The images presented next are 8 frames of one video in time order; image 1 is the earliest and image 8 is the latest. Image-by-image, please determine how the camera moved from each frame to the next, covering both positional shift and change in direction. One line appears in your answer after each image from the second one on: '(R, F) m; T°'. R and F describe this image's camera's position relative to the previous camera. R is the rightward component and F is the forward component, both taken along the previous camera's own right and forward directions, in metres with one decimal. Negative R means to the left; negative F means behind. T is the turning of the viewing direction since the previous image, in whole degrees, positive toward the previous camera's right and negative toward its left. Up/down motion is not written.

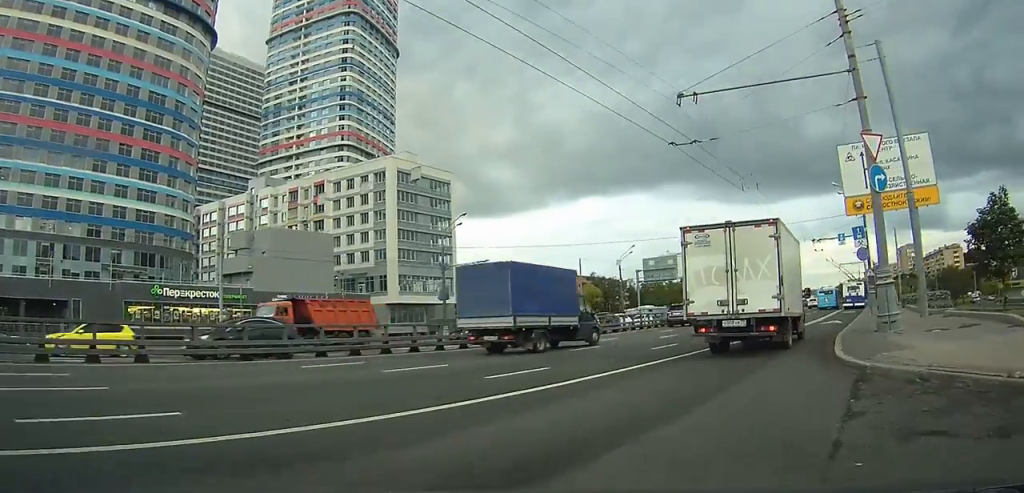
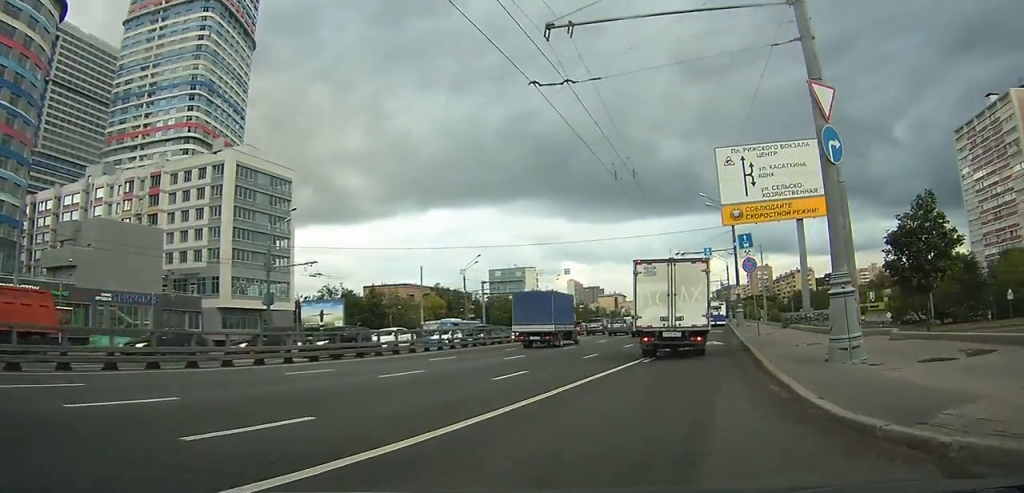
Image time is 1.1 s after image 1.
(+0.7, +5.3) m; +15°
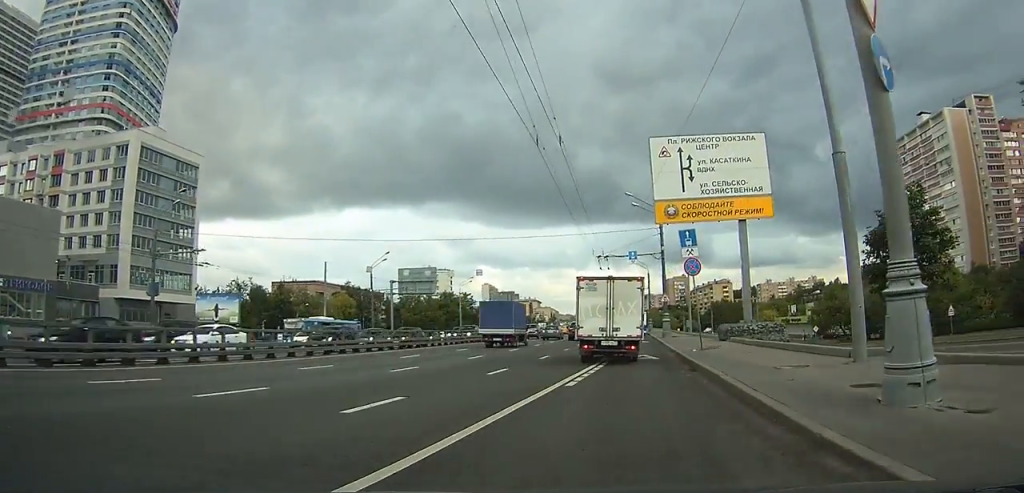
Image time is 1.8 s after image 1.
(+0.3, +3.7) m; +8°
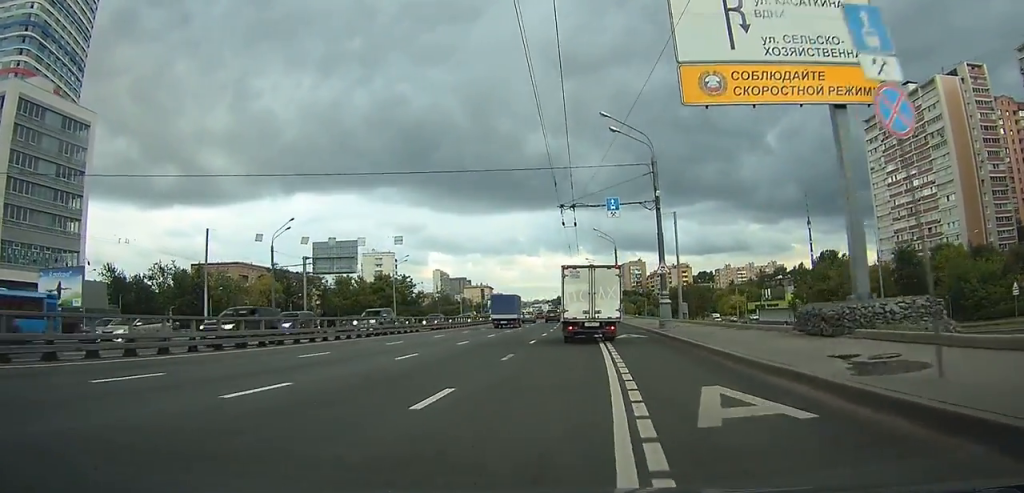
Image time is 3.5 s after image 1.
(+1.1, +13.8) m; +6°
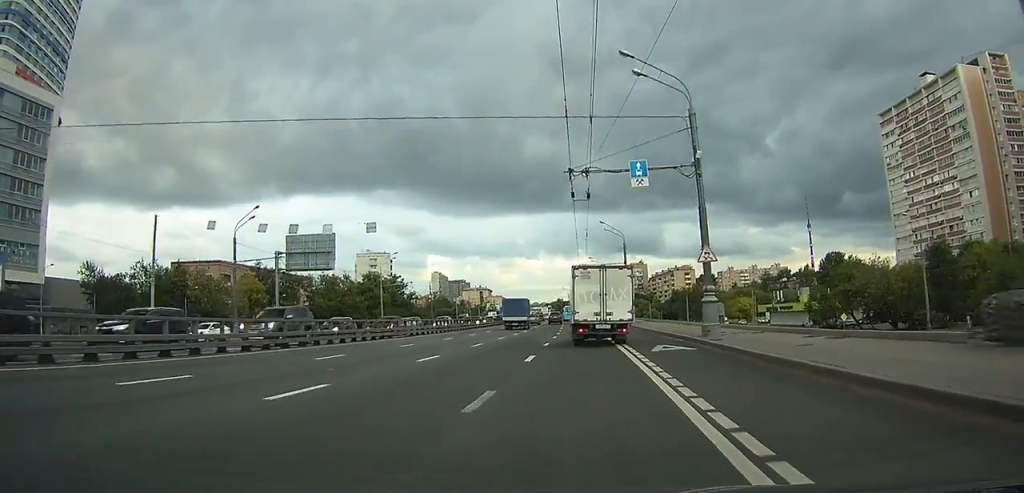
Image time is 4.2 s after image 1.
(+0.1, +7.2) m; 0°
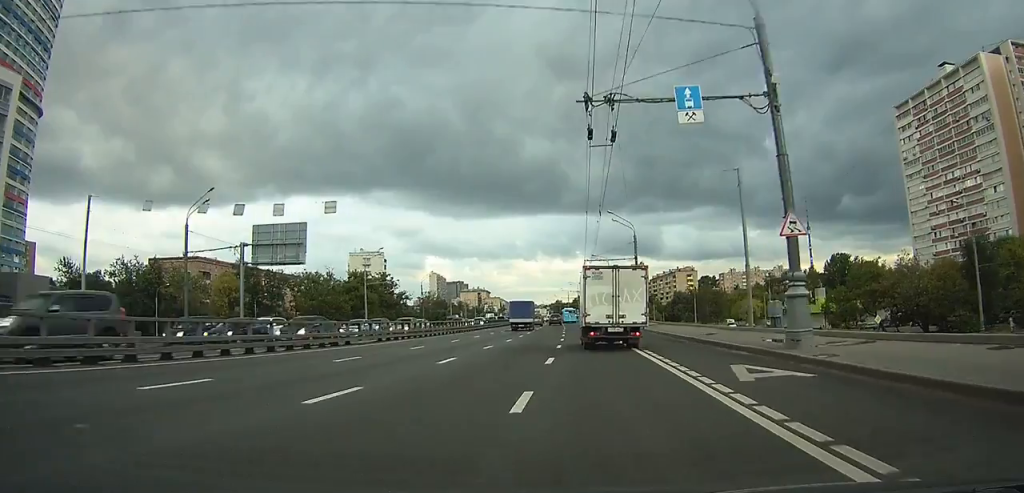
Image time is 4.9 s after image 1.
(0.0, +7.1) m; 0°
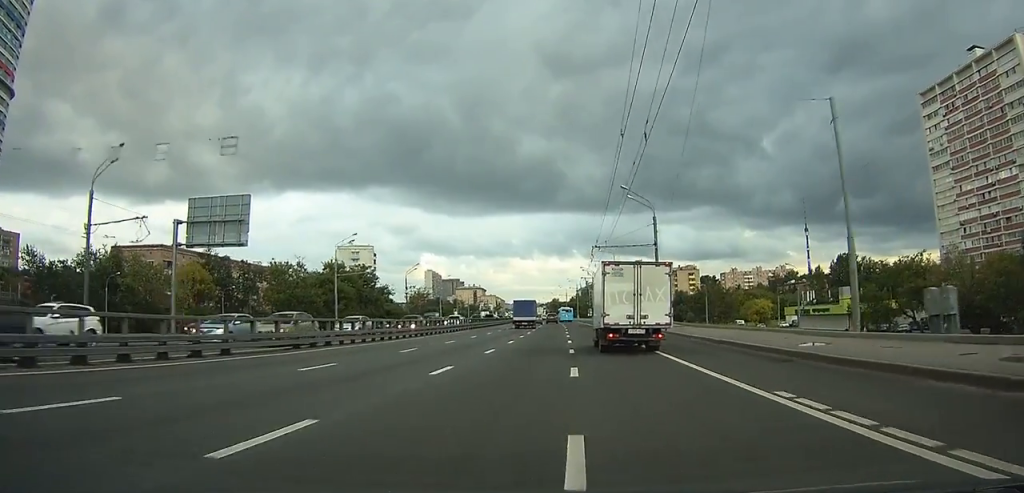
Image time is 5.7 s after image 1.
(-0.1, +10.7) m; -1°
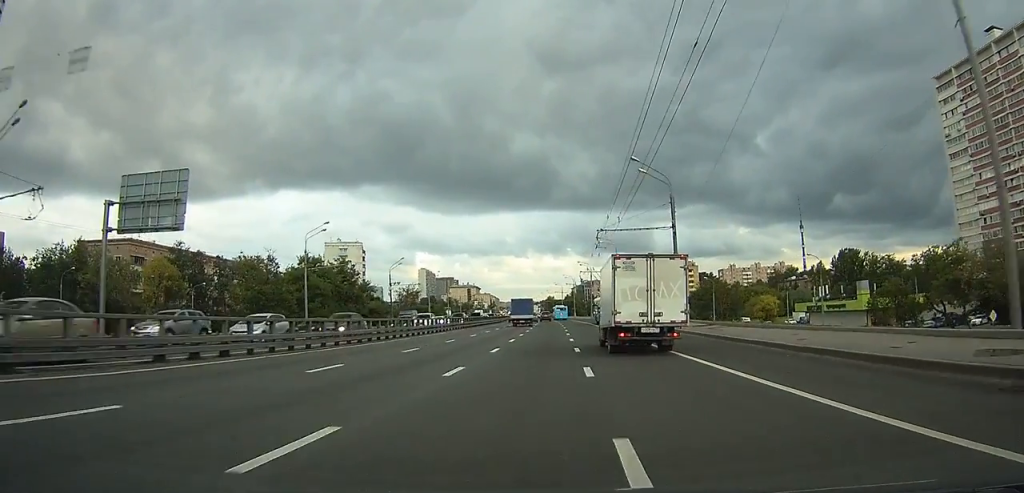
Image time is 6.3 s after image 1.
(-0.1, +8.2) m; 0°
